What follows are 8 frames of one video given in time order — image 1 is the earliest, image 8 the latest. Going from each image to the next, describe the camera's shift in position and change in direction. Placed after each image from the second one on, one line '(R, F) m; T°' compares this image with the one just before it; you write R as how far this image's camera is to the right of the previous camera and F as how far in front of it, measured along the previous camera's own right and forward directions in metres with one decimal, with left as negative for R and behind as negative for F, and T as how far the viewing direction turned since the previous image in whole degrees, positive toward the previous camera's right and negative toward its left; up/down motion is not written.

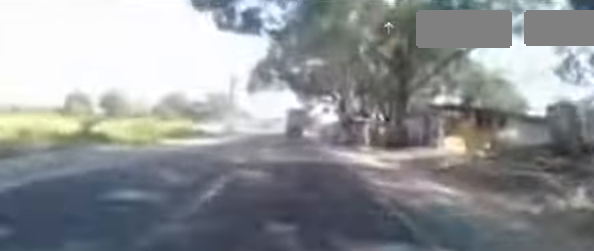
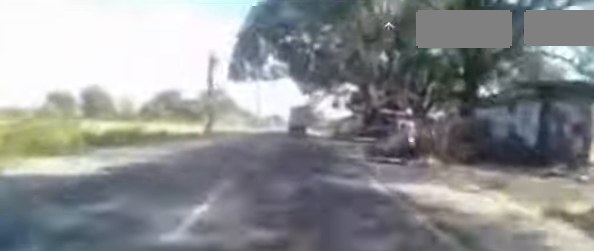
(0.0, +10.5) m; 0°
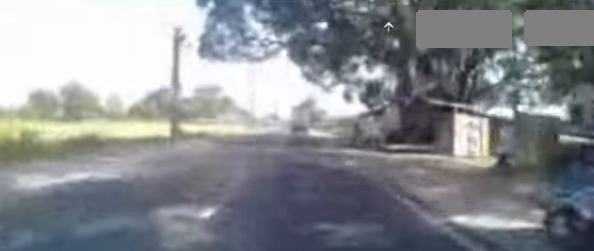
(0.0, +8.1) m; 0°
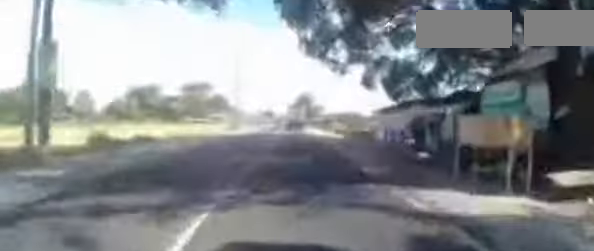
(0.0, +10.6) m; 0°
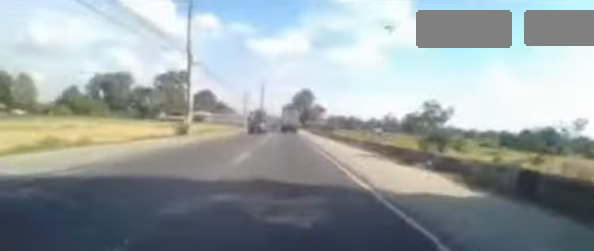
(+0.7, +21.0) m; +2°
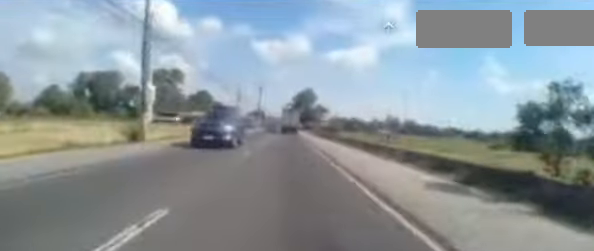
(-0.2, +7.7) m; -1°
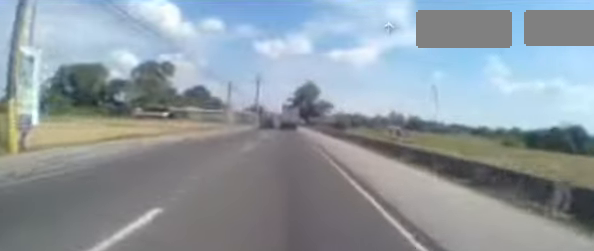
(-0.2, +9.3) m; -2°
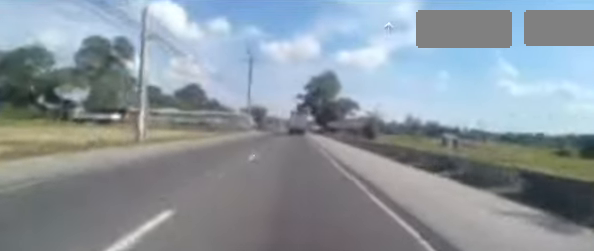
(-0.8, +27.5) m; -1°
